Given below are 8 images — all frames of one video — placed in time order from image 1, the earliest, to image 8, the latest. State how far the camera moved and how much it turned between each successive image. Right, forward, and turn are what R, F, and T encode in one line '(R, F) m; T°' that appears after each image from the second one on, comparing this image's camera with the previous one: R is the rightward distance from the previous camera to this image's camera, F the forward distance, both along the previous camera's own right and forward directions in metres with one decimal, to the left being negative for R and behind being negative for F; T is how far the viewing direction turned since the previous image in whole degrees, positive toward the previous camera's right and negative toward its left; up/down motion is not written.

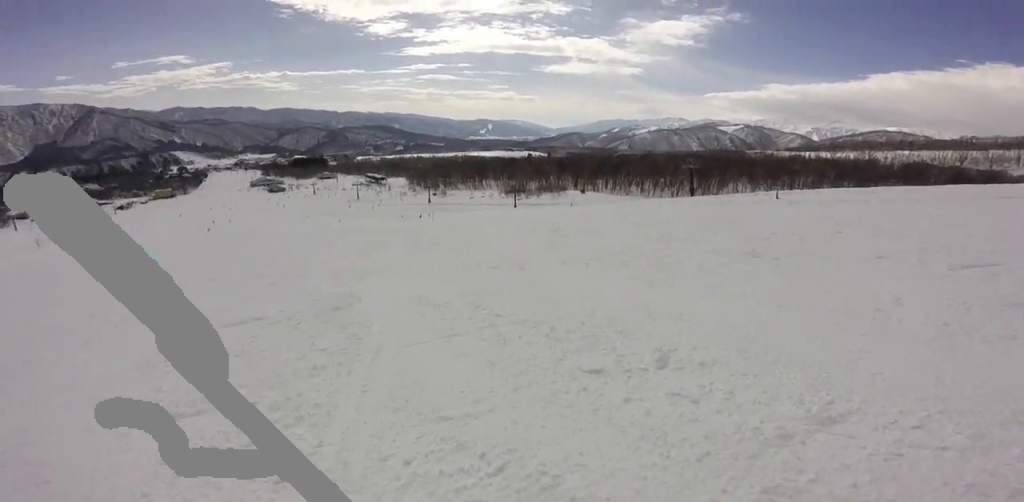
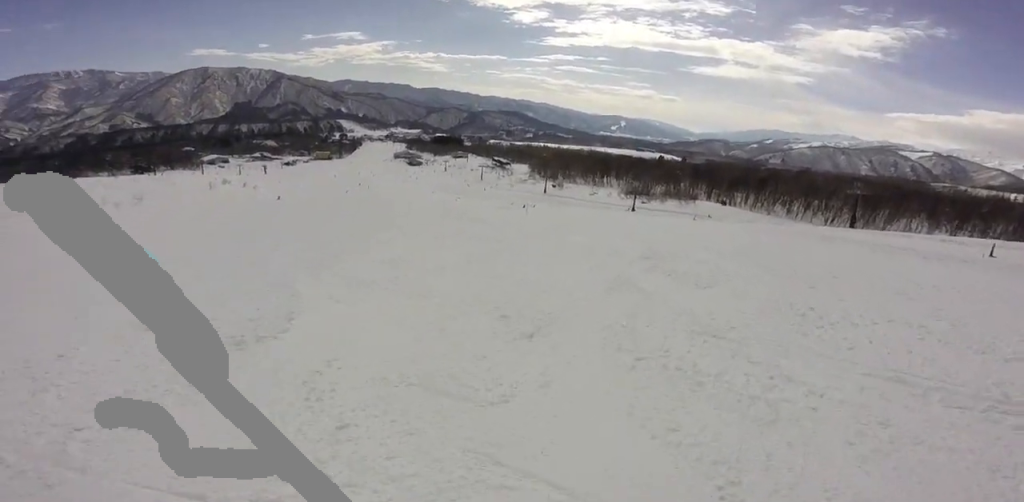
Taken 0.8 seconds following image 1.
(-0.9, +3.3) m; -17°
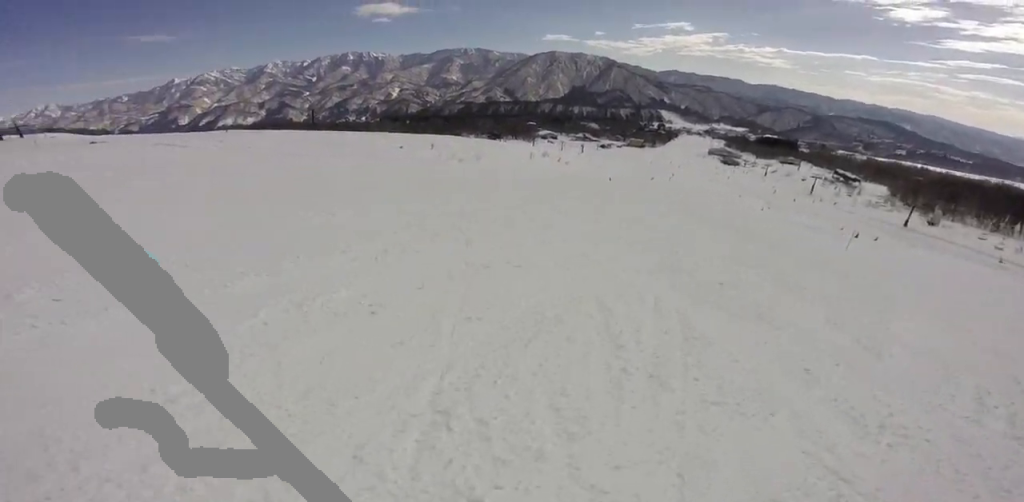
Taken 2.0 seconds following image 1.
(-1.0, +5.1) m; -35°
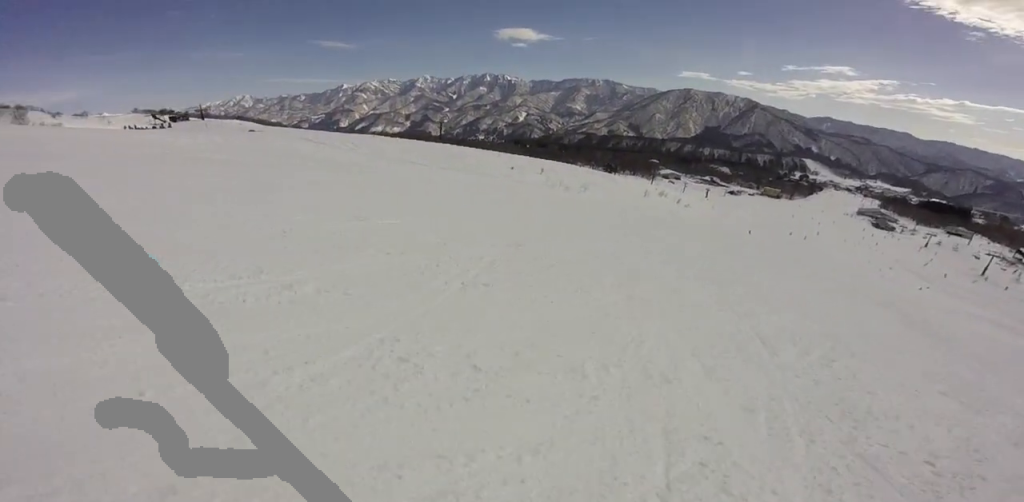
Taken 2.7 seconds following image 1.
(-1.1, +3.0) m; -15°
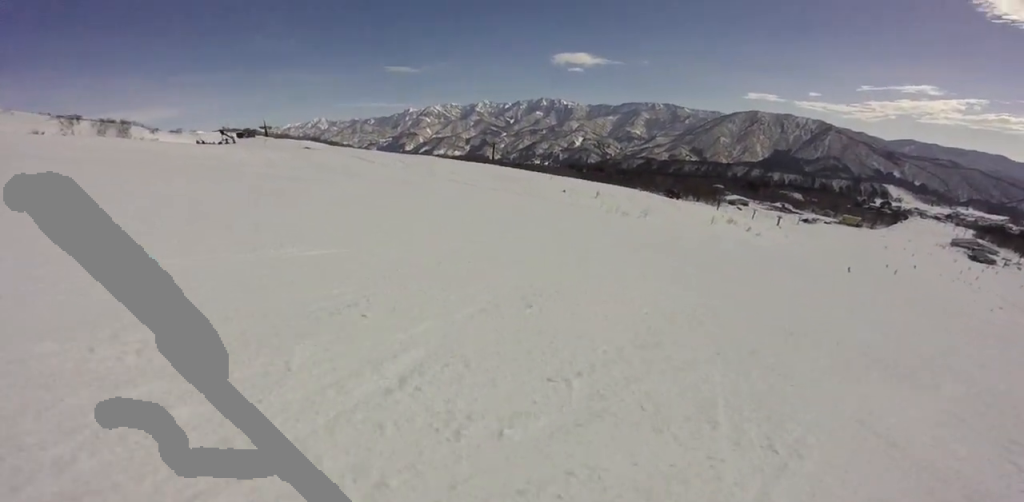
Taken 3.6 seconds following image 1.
(-0.4, +4.6) m; -2°
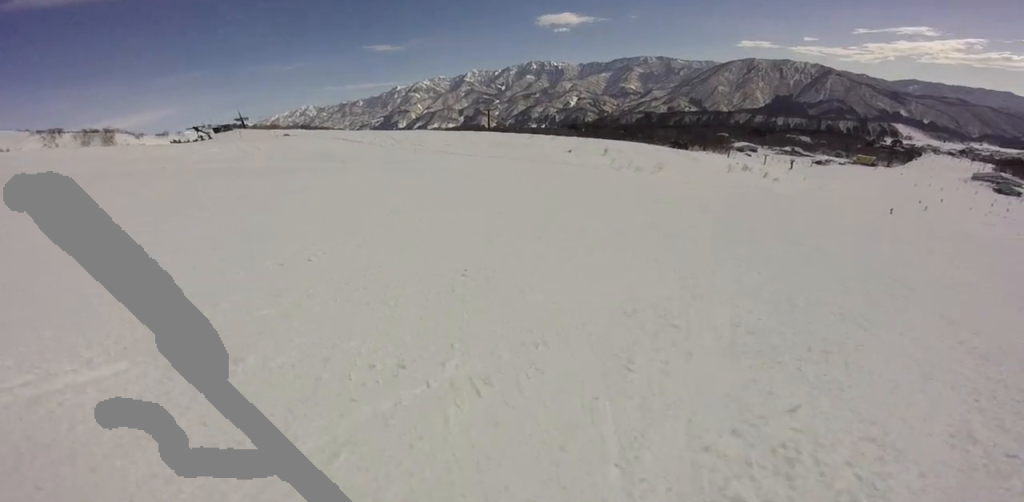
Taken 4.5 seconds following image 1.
(+0.2, +4.9) m; +13°
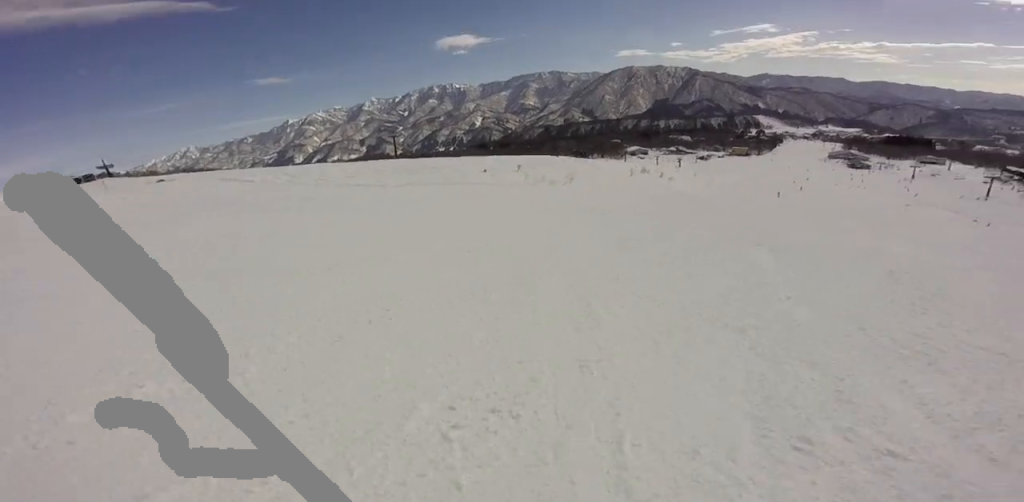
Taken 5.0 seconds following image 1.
(0.0, +2.8) m; +10°
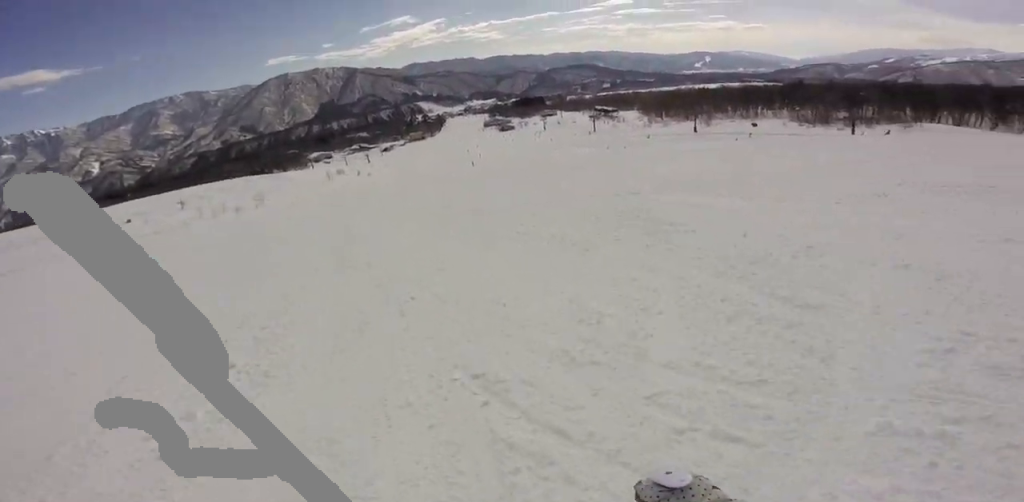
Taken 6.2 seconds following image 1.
(+2.1, +7.1) m; +28°
